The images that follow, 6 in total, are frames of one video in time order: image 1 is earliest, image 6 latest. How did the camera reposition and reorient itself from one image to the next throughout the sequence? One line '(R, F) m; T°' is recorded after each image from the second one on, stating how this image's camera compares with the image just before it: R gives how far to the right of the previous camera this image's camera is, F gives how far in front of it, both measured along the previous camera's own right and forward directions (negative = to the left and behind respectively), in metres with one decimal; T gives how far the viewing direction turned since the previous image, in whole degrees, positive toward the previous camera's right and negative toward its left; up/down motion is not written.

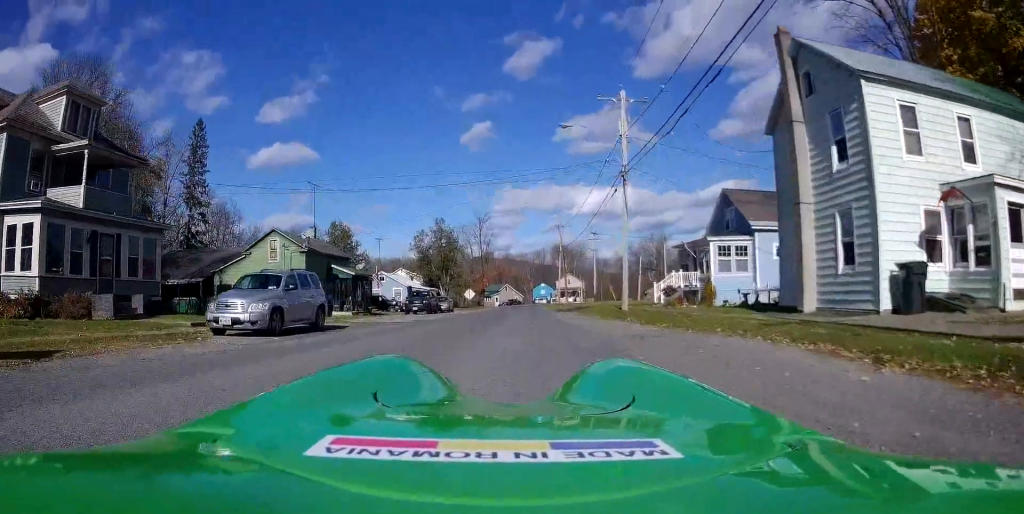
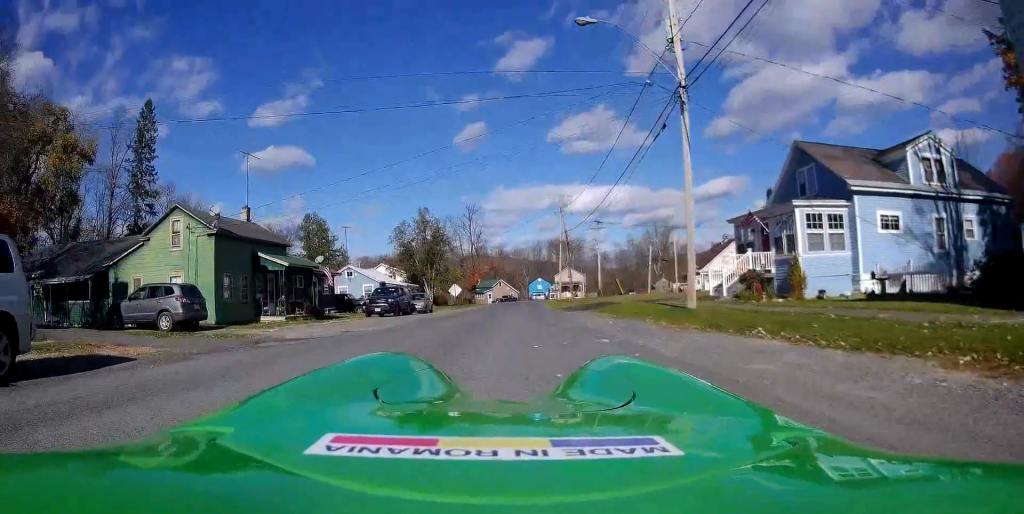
(0.0, +11.2) m; +3°
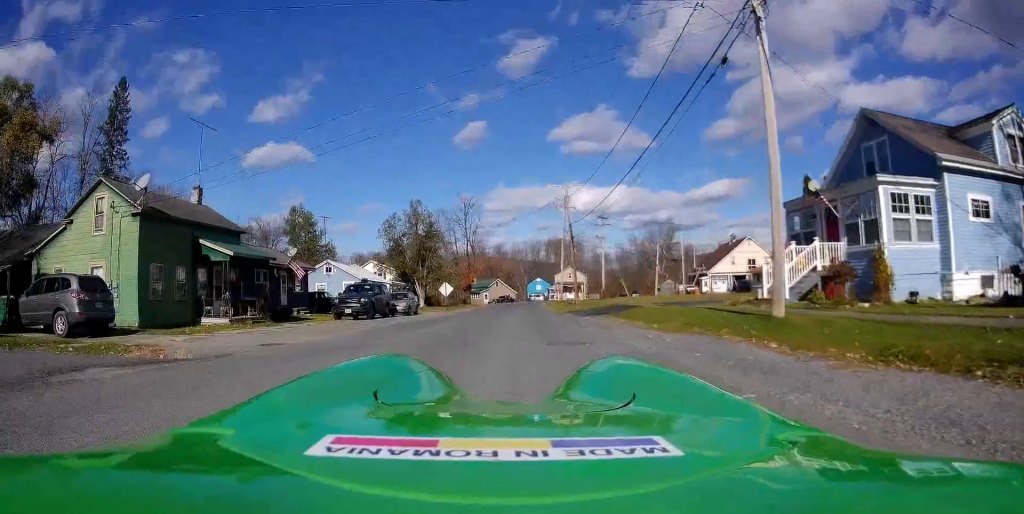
(+0.1, +5.8) m; +1°
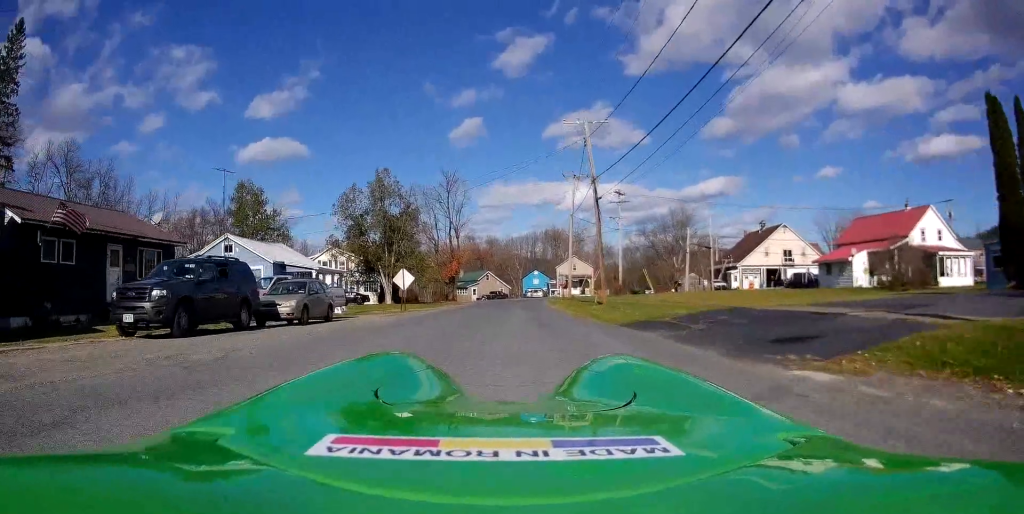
(0.0, +17.5) m; -3°
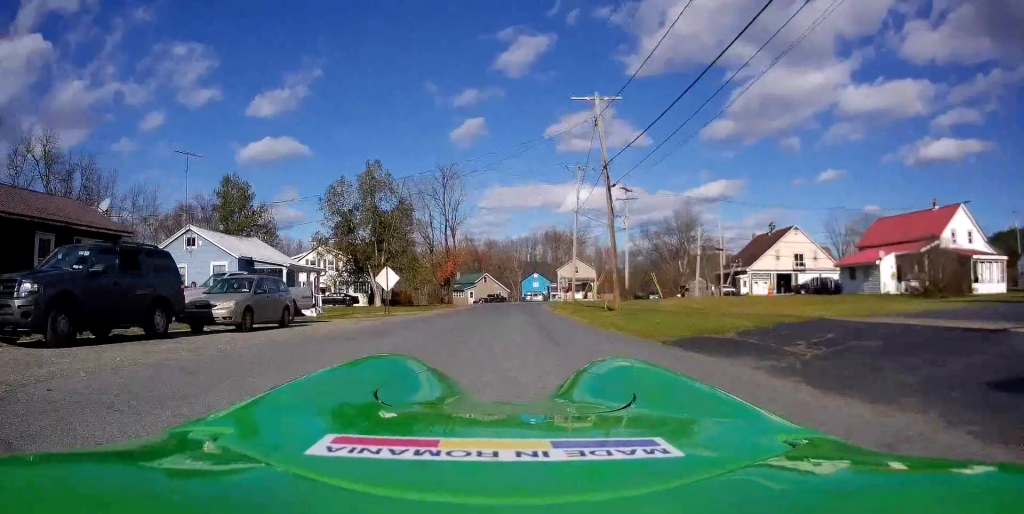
(-0.2, +4.0) m; +2°
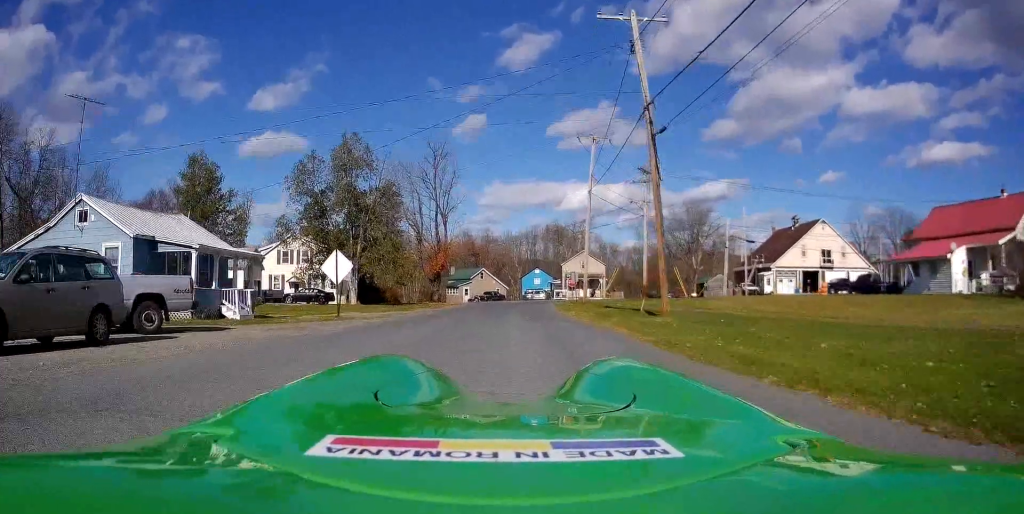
(+0.4, +8.6) m; +3°
